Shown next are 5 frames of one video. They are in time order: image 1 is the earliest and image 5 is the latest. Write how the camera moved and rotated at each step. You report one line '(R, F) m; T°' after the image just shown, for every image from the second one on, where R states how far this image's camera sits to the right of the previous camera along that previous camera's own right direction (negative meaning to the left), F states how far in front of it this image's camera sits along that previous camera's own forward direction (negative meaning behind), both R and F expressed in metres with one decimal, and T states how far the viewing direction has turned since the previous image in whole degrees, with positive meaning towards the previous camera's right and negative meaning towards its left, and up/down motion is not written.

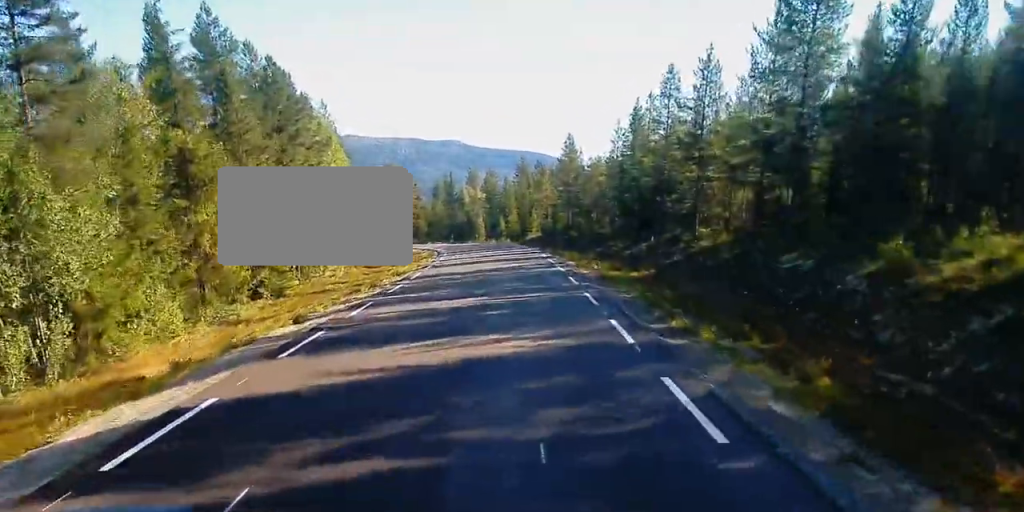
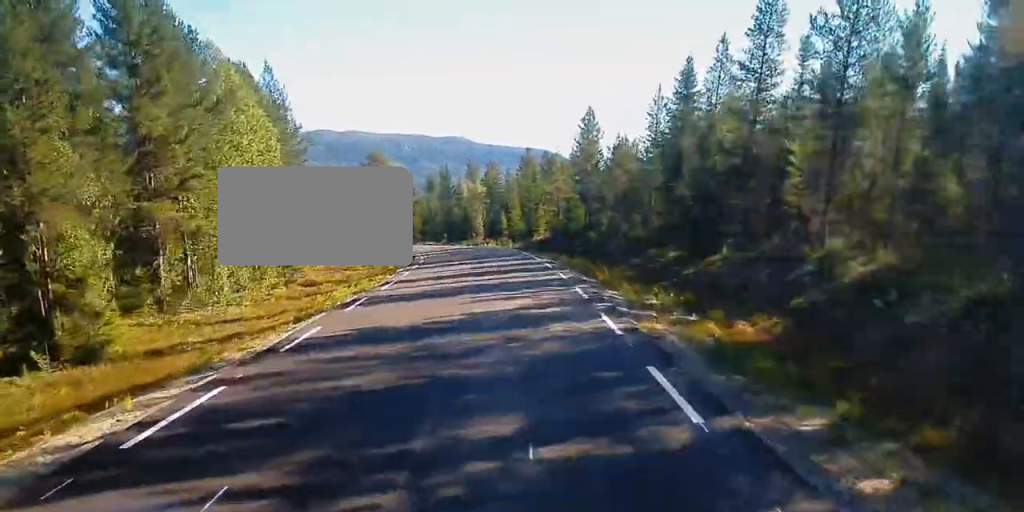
(0.0, +17.4) m; 0°
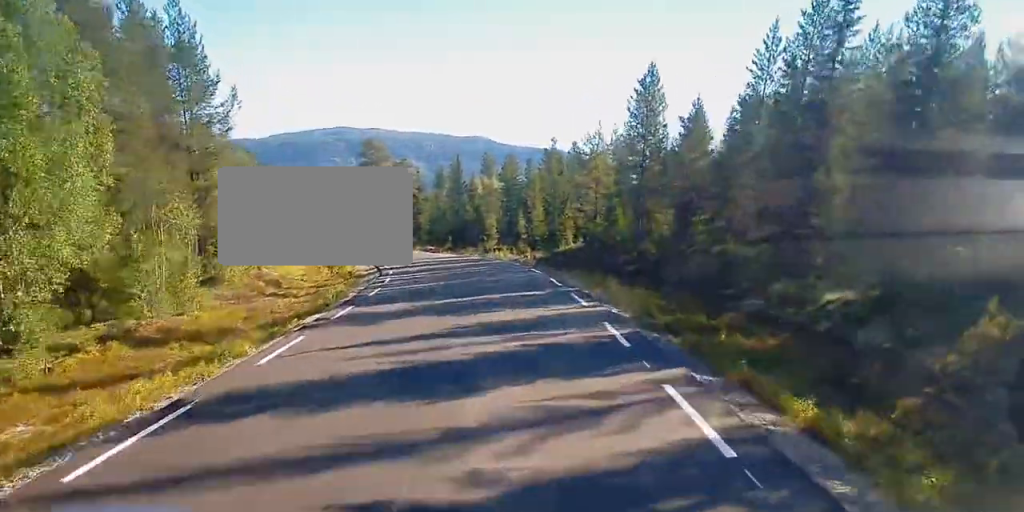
(0.0, +19.3) m; -2°
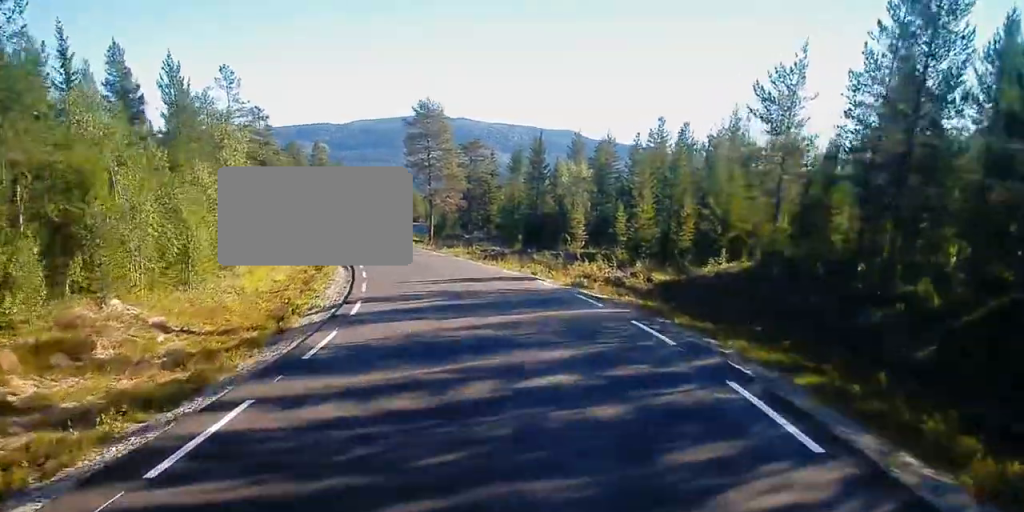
(-1.0, +24.0) m; -4°
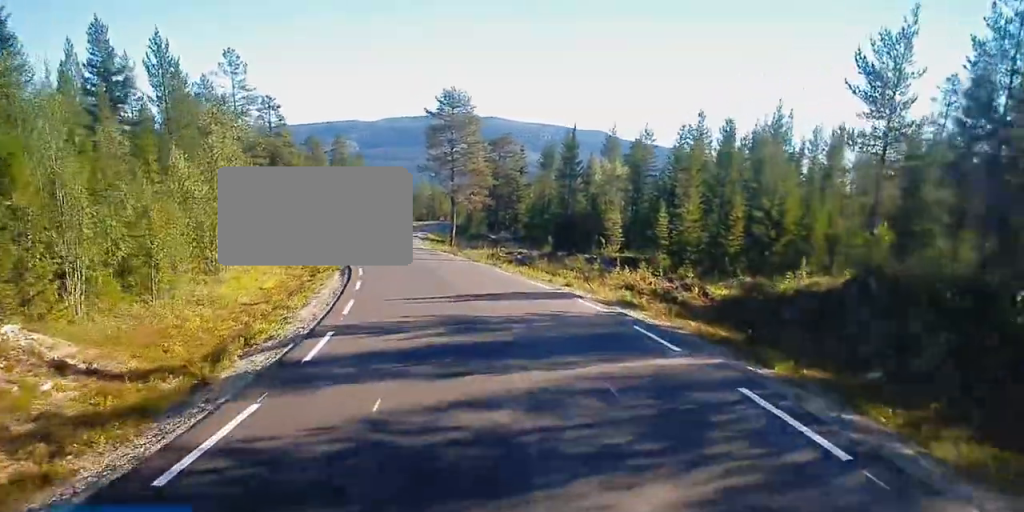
(+0.1, +6.3) m; -1°
